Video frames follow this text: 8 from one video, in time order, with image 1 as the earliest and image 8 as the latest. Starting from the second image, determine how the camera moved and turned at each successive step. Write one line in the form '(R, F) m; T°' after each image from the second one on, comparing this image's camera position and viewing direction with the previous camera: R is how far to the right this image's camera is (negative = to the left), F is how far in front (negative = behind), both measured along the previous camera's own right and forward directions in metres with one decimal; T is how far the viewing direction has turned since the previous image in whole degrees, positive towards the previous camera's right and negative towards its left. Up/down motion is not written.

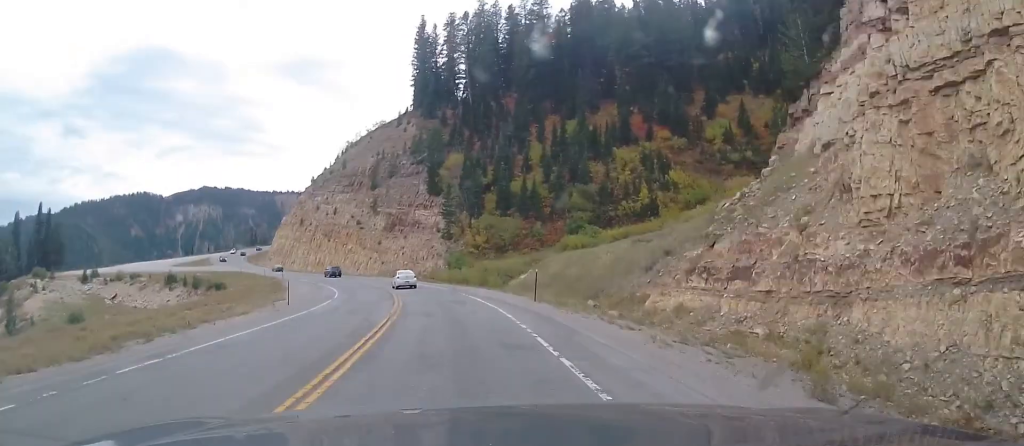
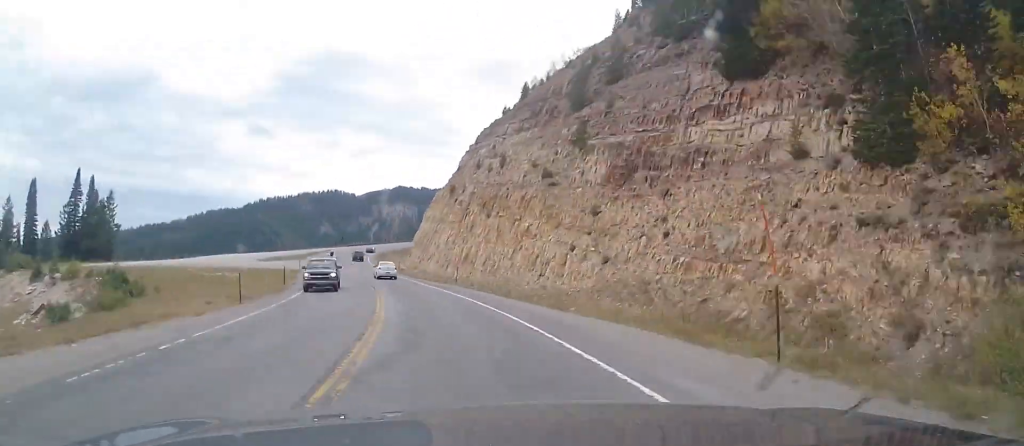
(-16.6, +71.4) m; +1°
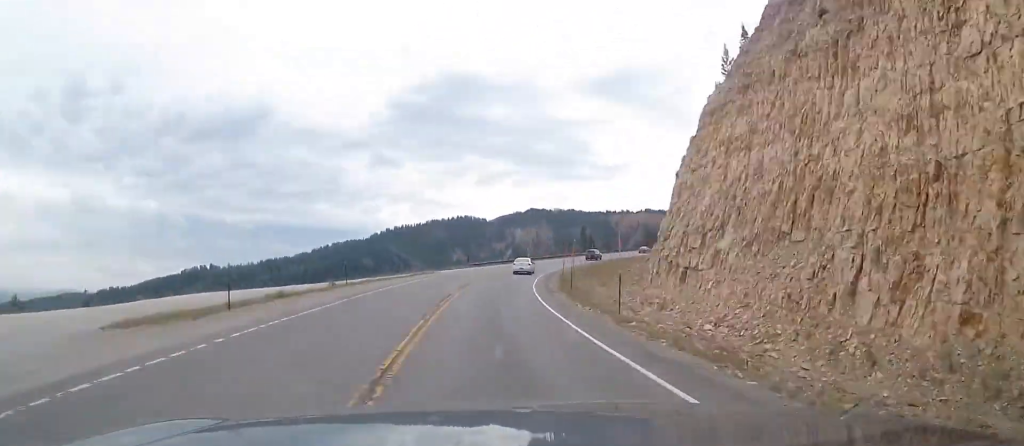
(-9.4, +75.9) m; +4°
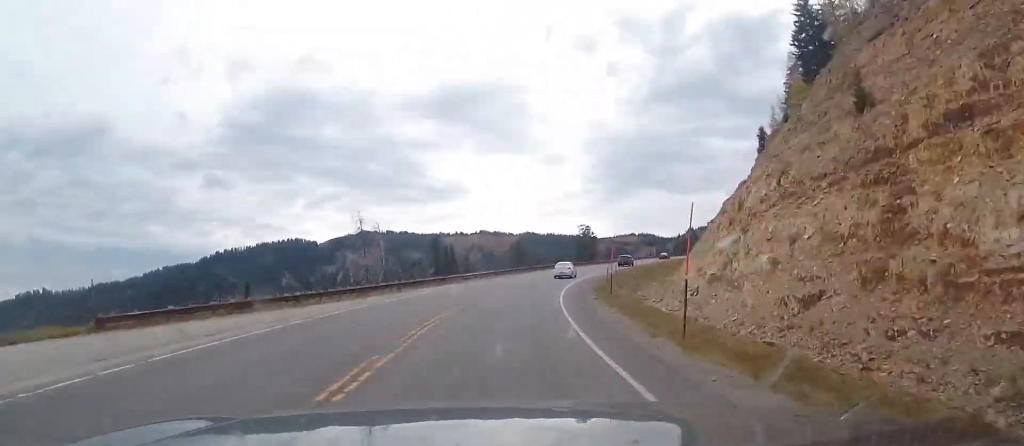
(+13.1, +66.8) m; +11°
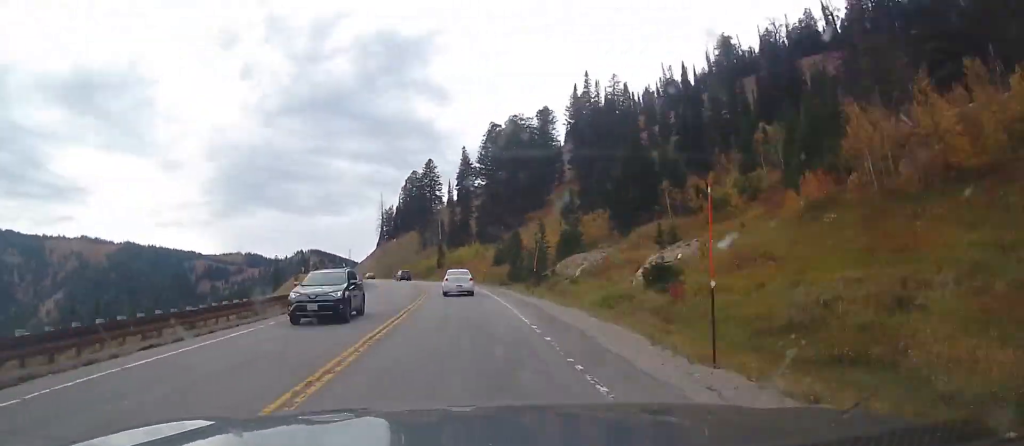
(+45.4, +180.0) m; +13°
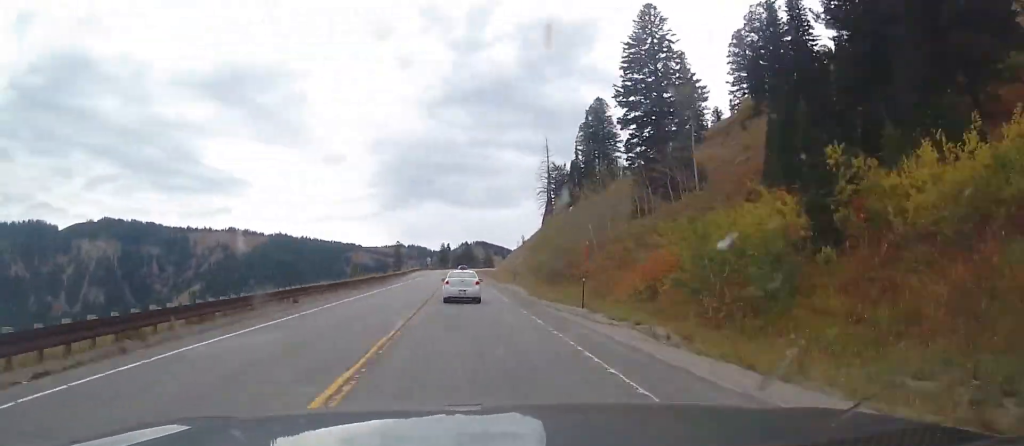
(-11.6, +106.5) m; -4°
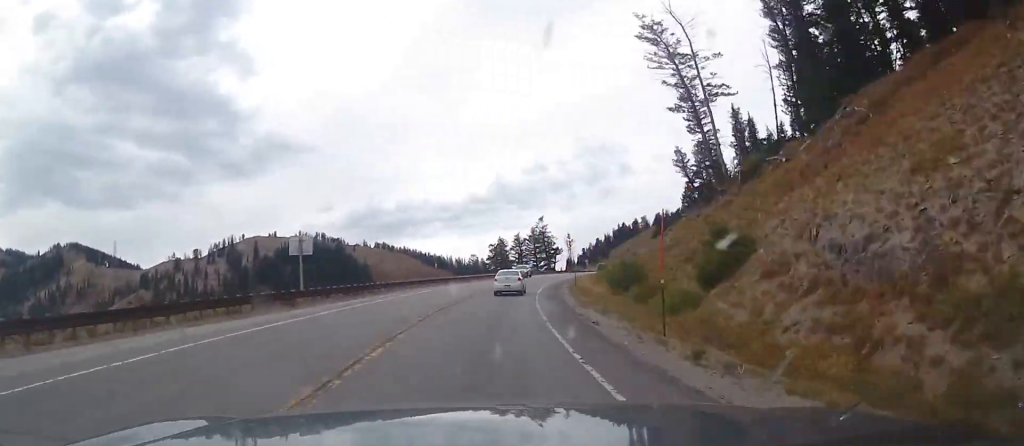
(+84.0, +307.4) m; +45°
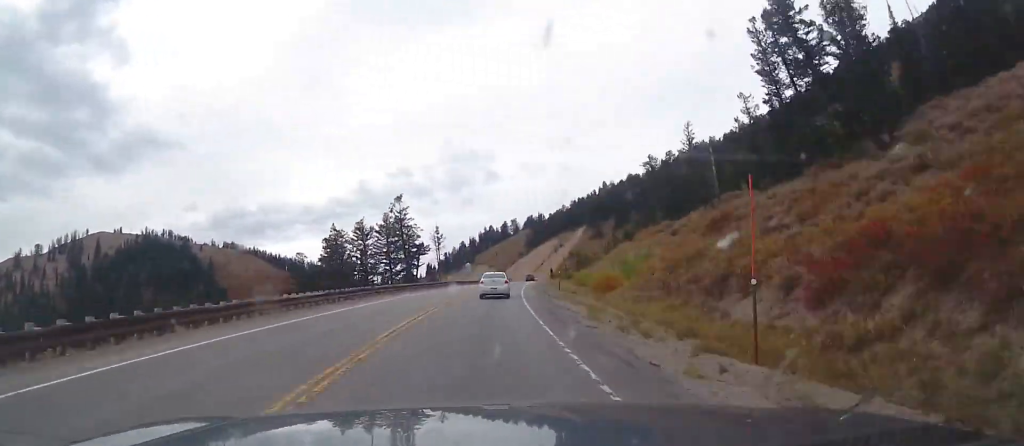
(+13.5, +70.3) m; +6°
